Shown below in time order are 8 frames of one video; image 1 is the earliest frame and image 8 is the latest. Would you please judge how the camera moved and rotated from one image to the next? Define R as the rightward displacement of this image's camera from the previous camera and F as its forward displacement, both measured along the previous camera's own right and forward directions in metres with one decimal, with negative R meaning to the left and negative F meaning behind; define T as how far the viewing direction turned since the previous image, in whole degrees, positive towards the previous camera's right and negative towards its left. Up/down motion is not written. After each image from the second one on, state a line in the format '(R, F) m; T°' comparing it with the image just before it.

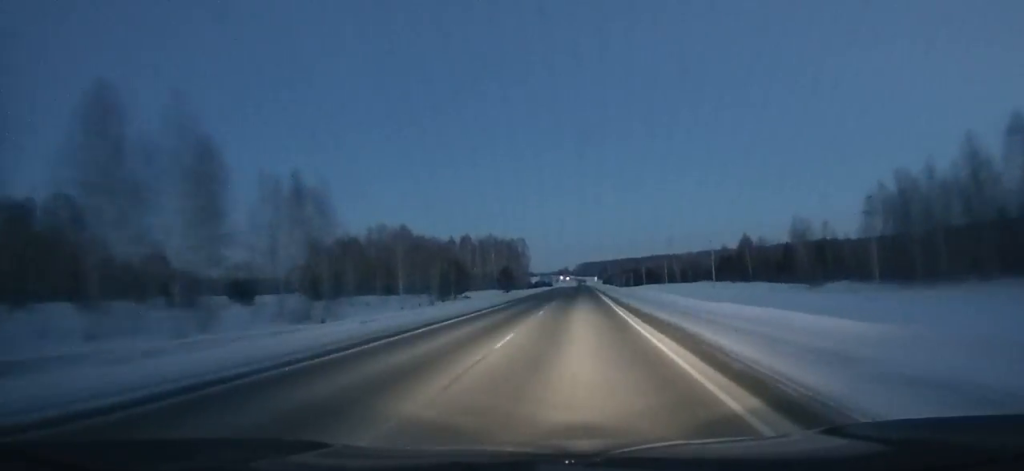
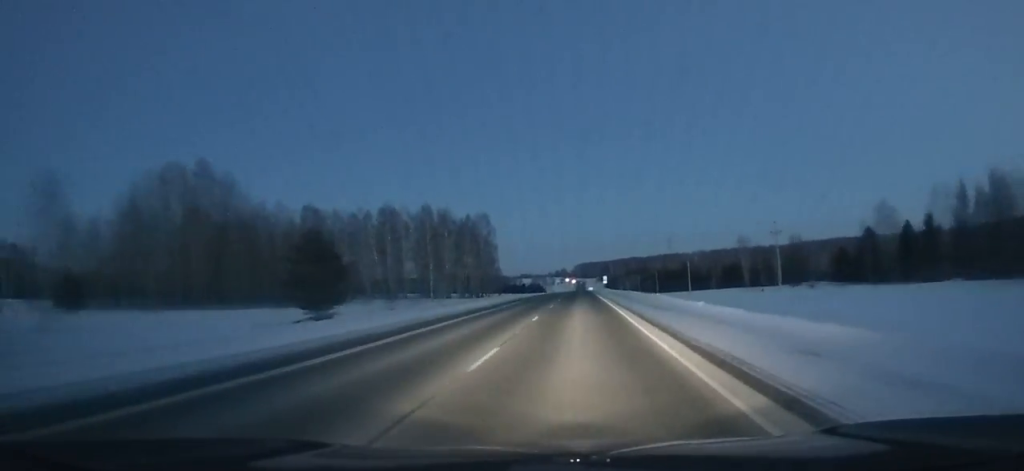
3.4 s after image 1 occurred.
(-0.3, +100.0) m; 0°
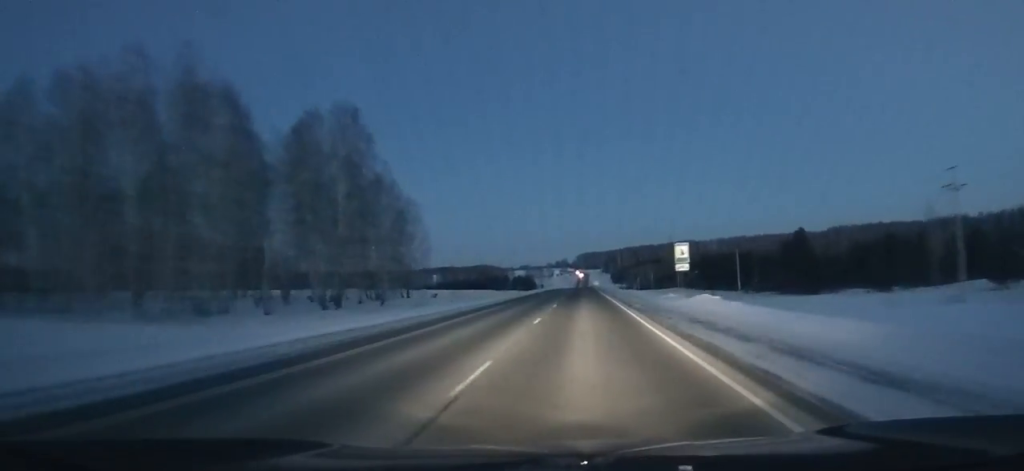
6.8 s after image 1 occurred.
(-0.2, +100.6) m; 0°
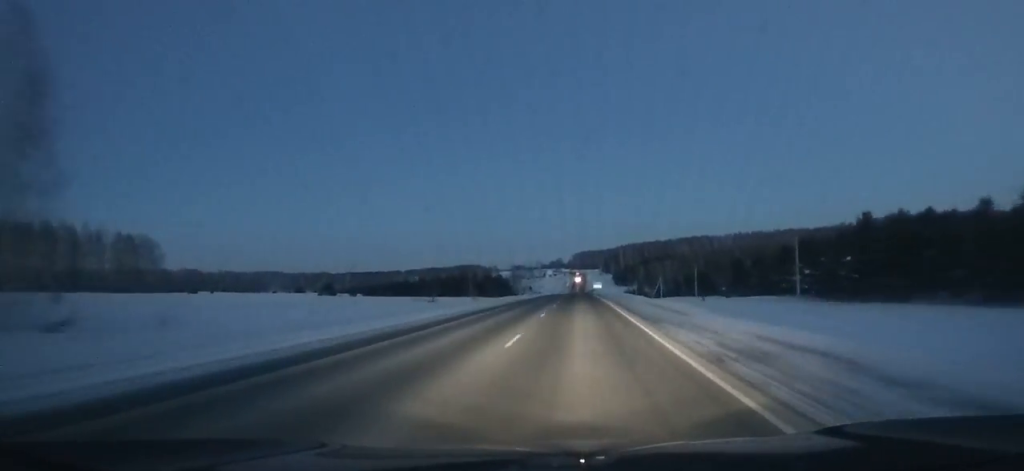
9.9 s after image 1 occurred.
(-0.1, +91.4) m; 0°
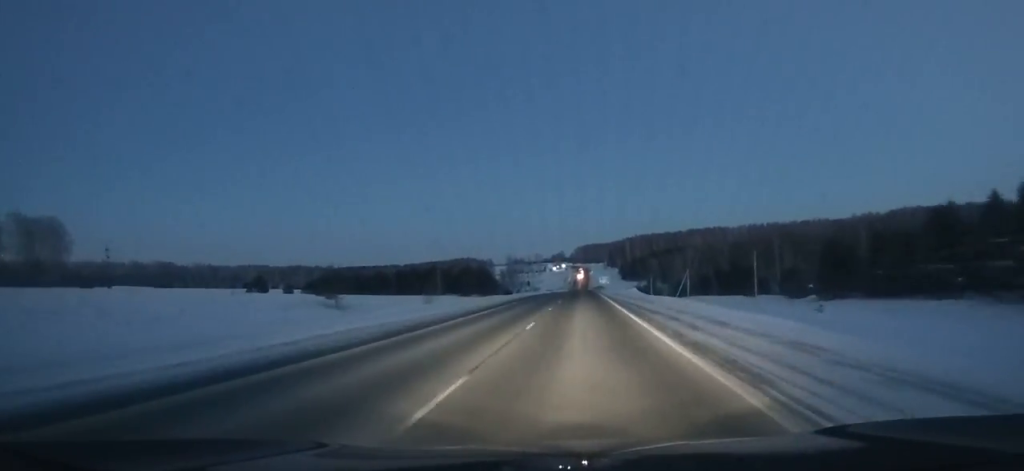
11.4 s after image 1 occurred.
(0.0, +44.0) m; 0°
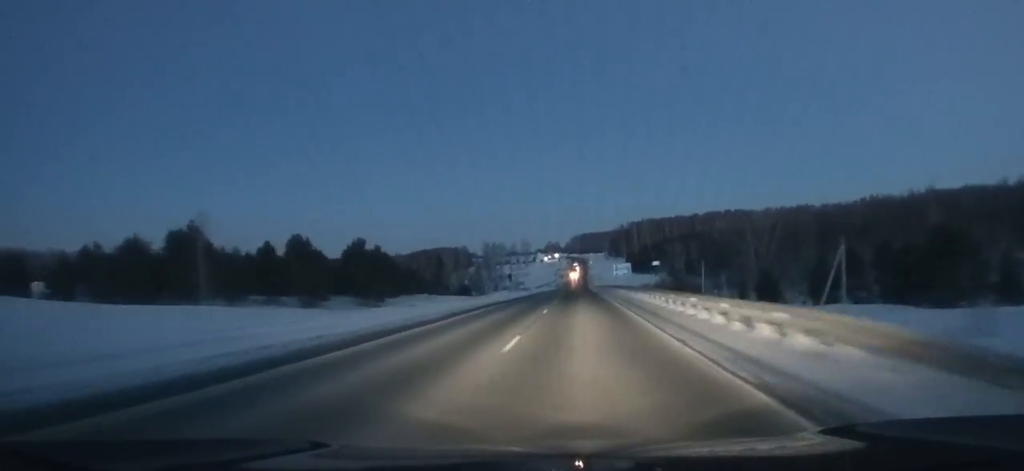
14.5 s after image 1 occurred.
(0.0, +89.9) m; 0°
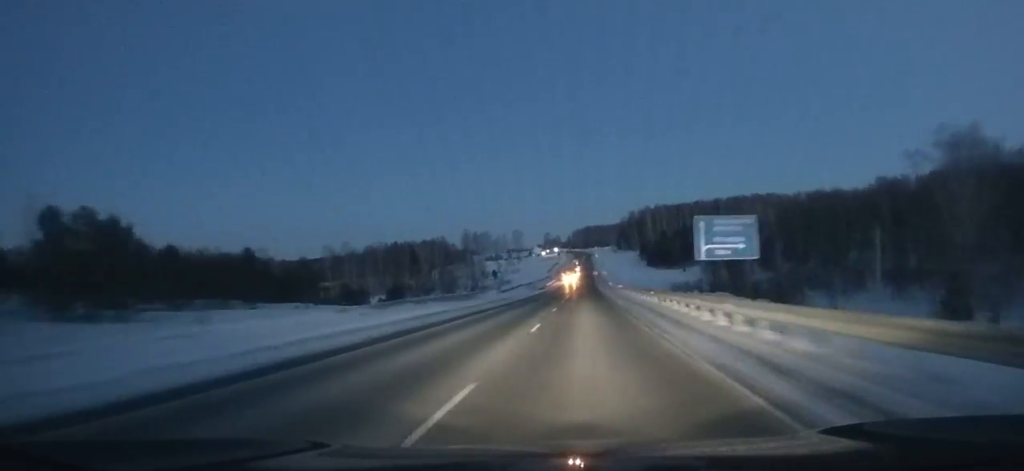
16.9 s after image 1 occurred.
(+0.2, +68.5) m; 0°
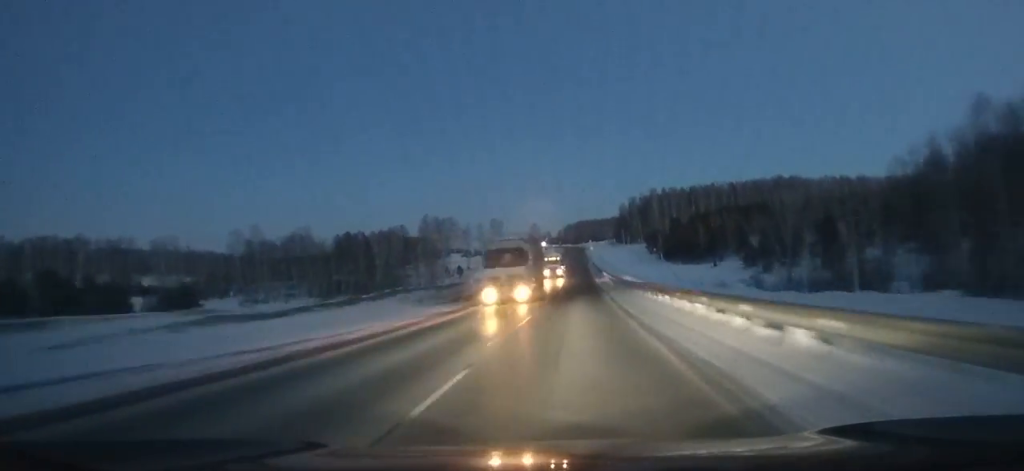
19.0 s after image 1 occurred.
(+0.1, +59.0) m; 0°
